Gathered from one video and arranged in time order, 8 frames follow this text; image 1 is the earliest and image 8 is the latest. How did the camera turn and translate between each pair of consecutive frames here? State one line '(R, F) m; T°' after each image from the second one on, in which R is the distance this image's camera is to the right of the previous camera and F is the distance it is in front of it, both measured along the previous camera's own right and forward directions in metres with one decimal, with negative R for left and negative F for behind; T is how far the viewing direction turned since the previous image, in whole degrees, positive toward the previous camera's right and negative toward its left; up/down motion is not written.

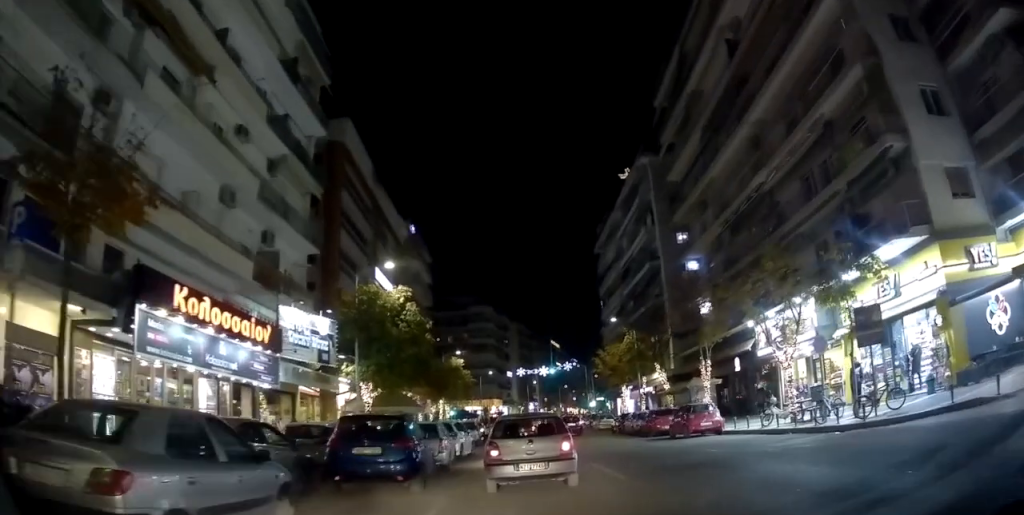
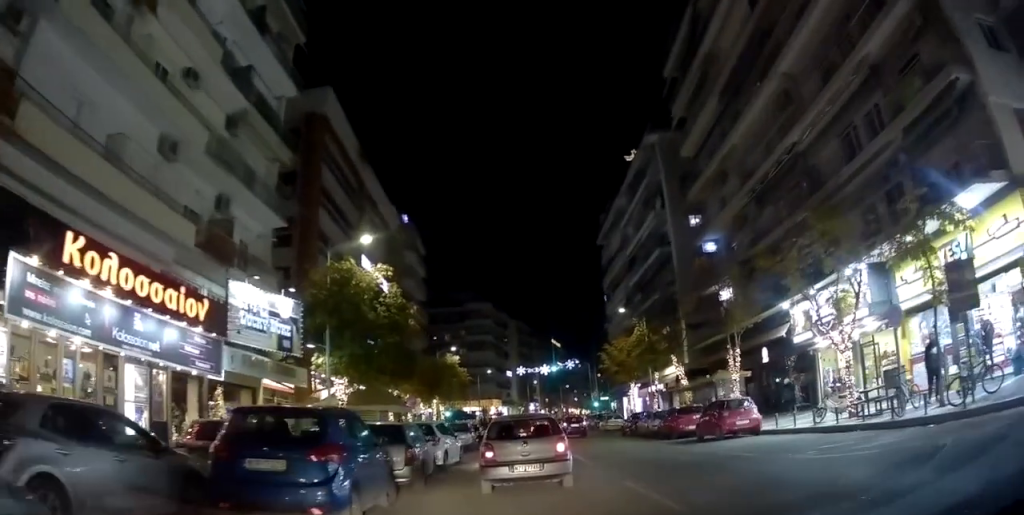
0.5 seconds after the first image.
(0.0, +3.9) m; 0°
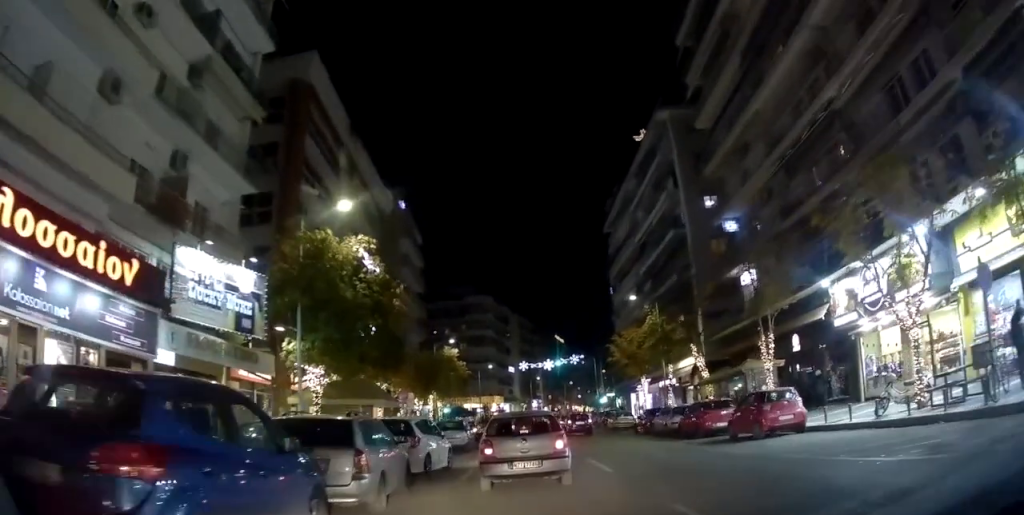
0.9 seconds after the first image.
(0.0, +3.4) m; +1°
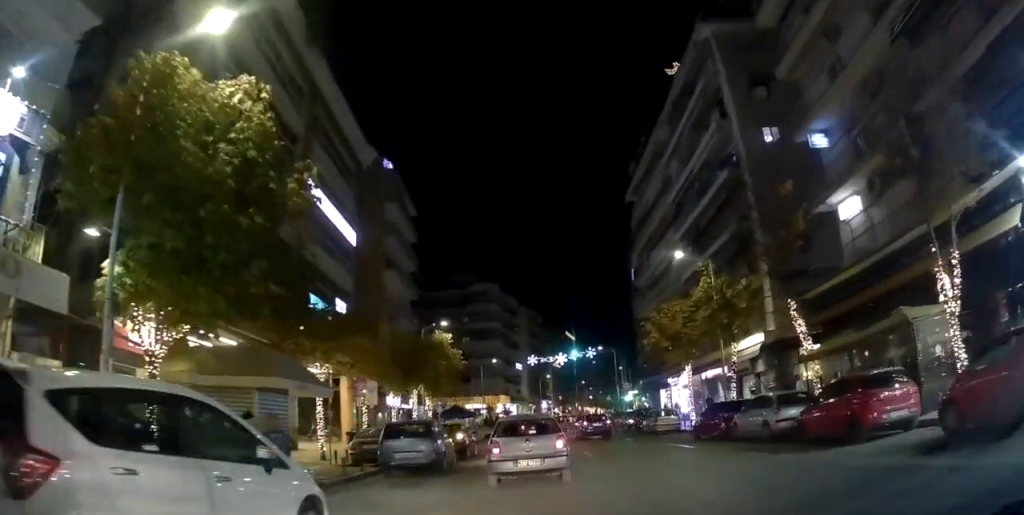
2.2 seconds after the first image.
(+0.3, +10.8) m; +5°
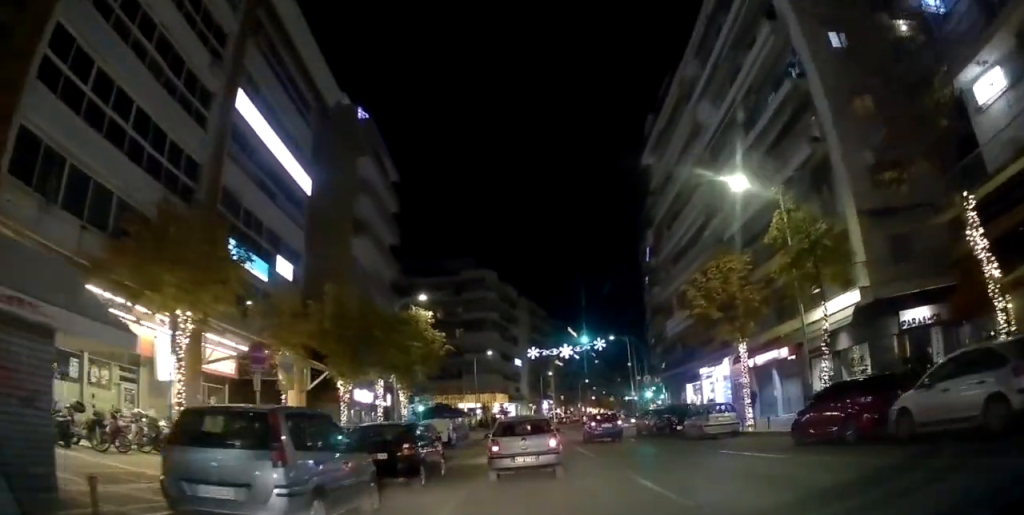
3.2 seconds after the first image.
(+0.5, +9.3) m; +5°
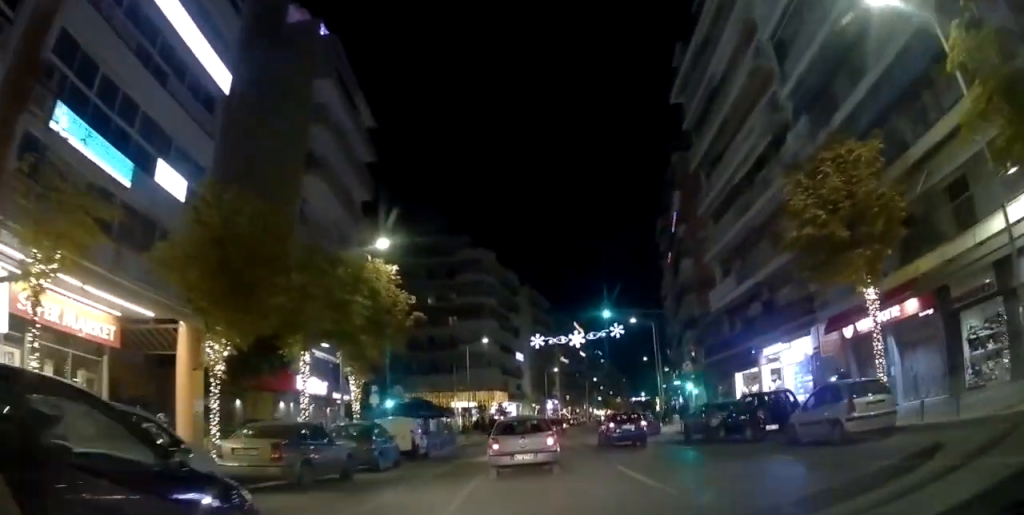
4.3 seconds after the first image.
(+0.3, +10.4) m; 0°
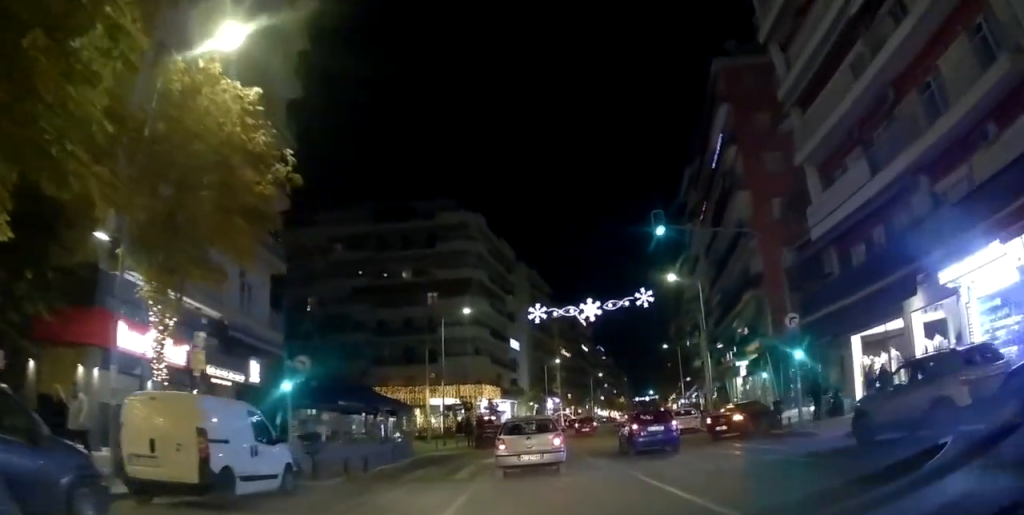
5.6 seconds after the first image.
(-0.7, +13.8) m; -4°
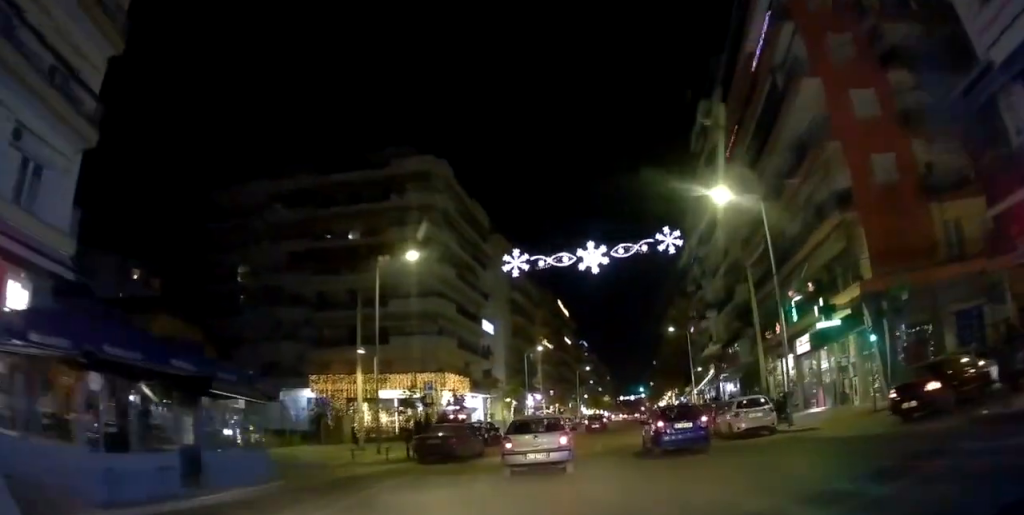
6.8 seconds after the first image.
(0.0, +12.9) m; +1°
